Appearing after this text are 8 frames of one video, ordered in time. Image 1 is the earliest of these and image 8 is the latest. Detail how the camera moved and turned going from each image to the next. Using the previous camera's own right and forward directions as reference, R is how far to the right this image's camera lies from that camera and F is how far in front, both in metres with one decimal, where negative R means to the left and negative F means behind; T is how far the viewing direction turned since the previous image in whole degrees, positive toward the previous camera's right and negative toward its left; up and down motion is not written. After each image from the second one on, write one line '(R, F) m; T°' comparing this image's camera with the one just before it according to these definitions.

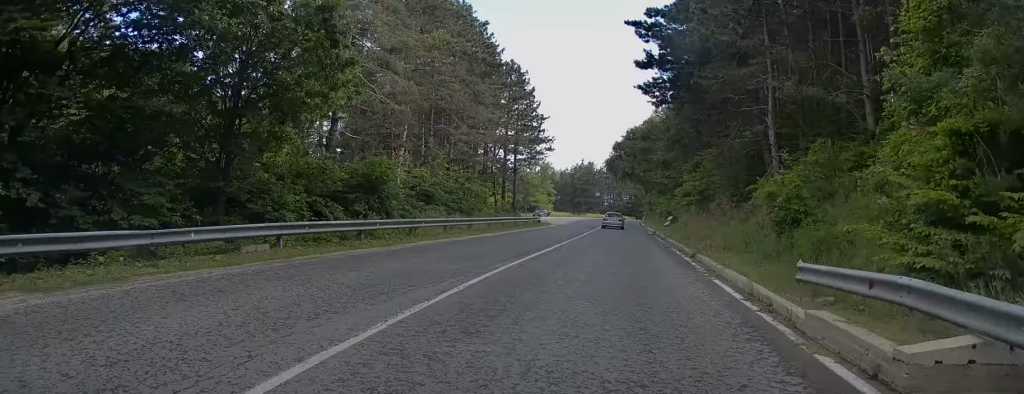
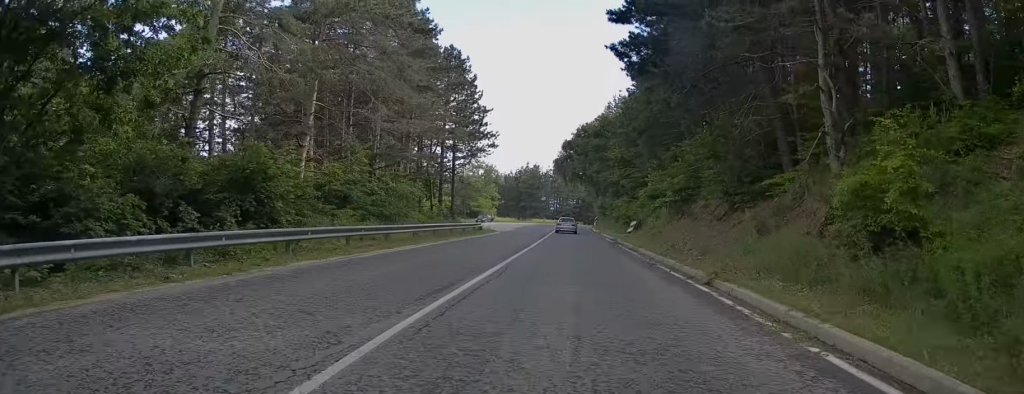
(+0.1, +7.3) m; +3°
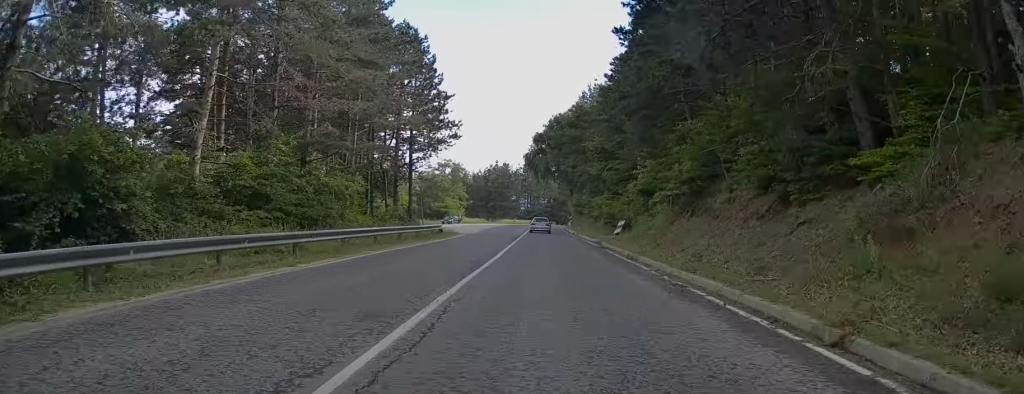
(+0.3, +7.0) m; +1°
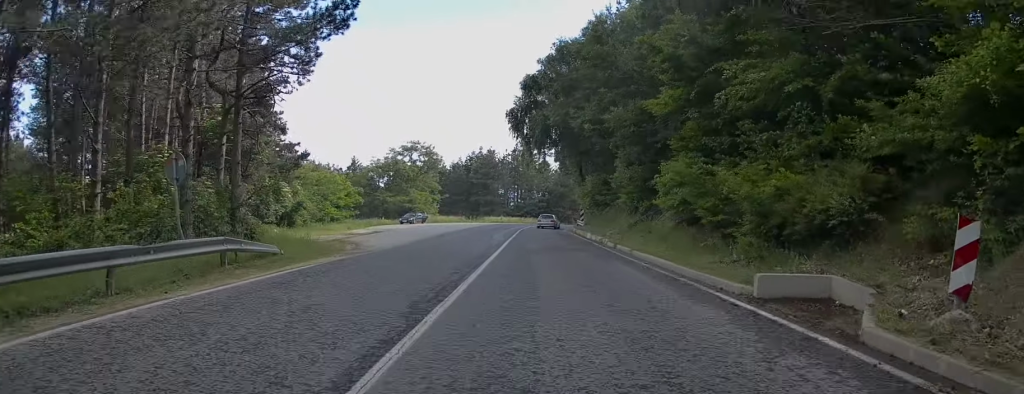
(+0.5, +28.4) m; +2°
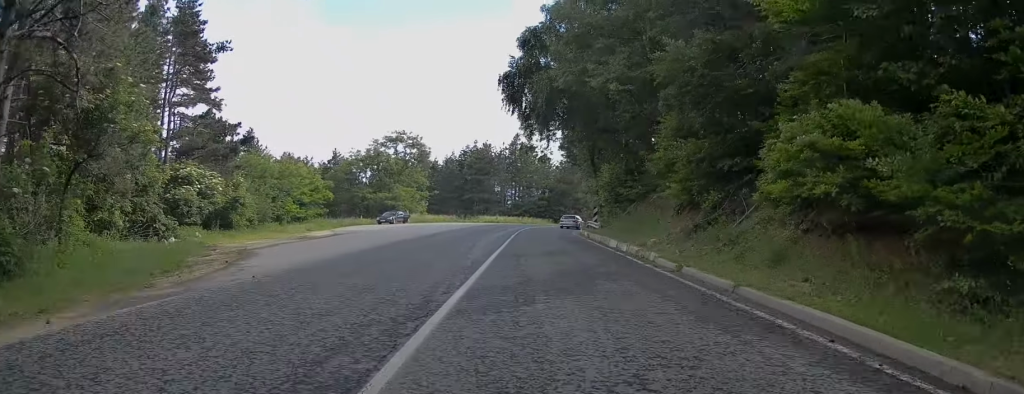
(+0.2, +11.1) m; +2°
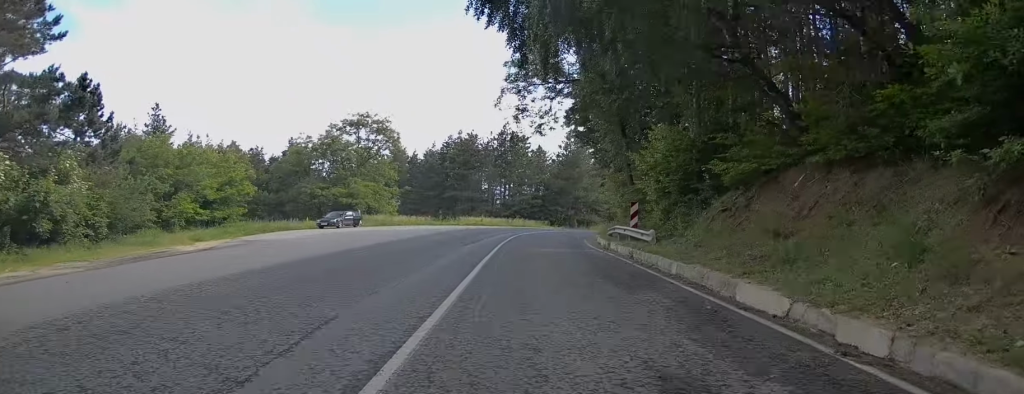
(+0.3, +17.5) m; +3°
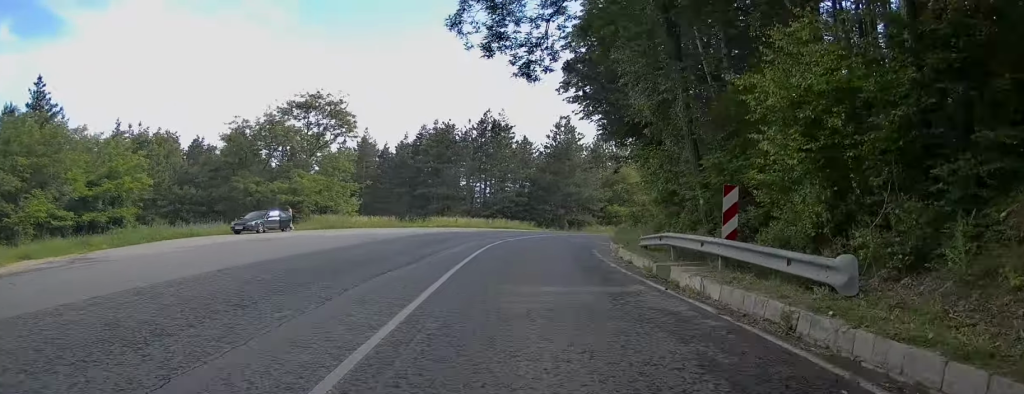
(+0.4, +12.9) m; +2°
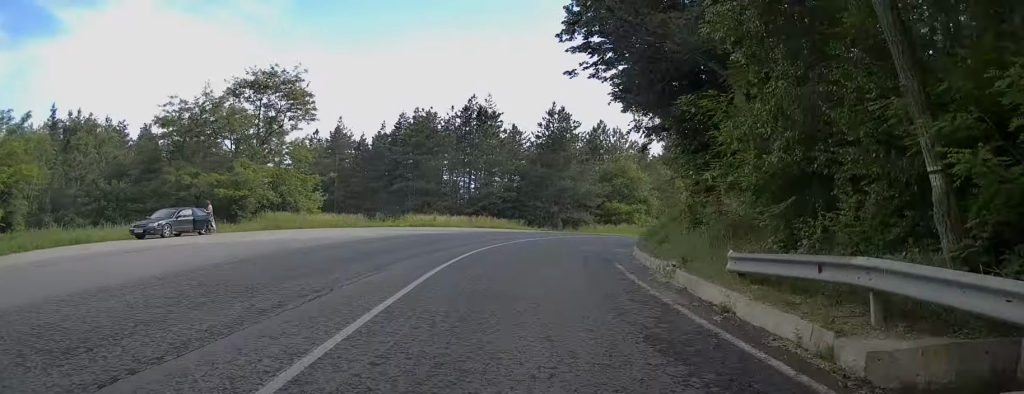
(+0.1, +9.5) m; +1°
